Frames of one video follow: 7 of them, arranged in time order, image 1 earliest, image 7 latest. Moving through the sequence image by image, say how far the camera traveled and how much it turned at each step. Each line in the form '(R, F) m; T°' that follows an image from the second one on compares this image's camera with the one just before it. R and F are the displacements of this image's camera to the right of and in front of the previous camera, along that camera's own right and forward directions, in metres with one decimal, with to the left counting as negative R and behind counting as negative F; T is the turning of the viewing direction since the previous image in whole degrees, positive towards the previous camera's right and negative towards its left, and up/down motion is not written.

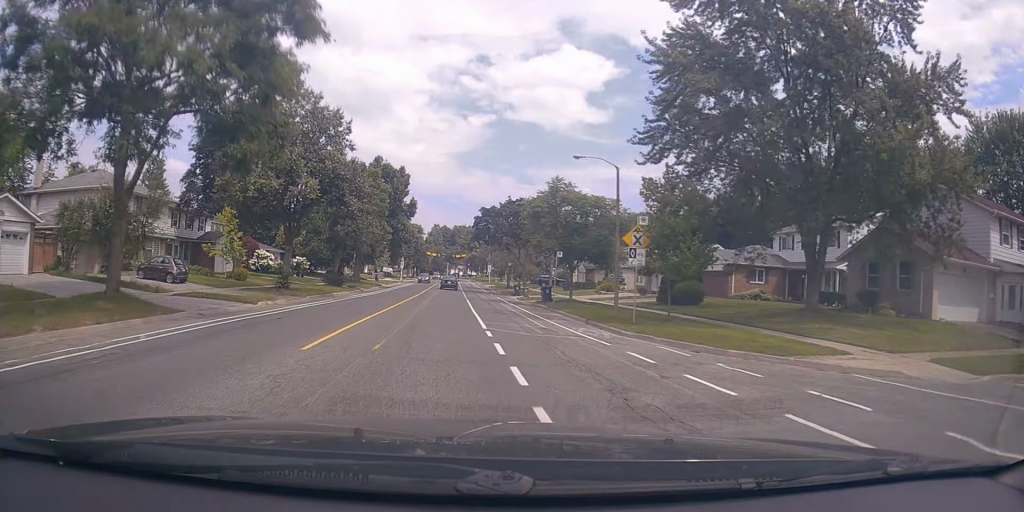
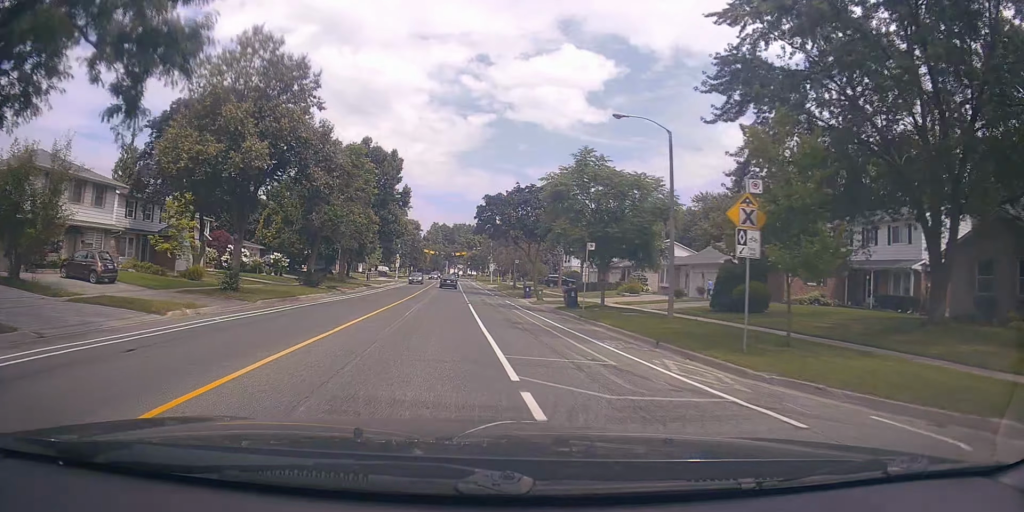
(-0.5, +7.8) m; -1°
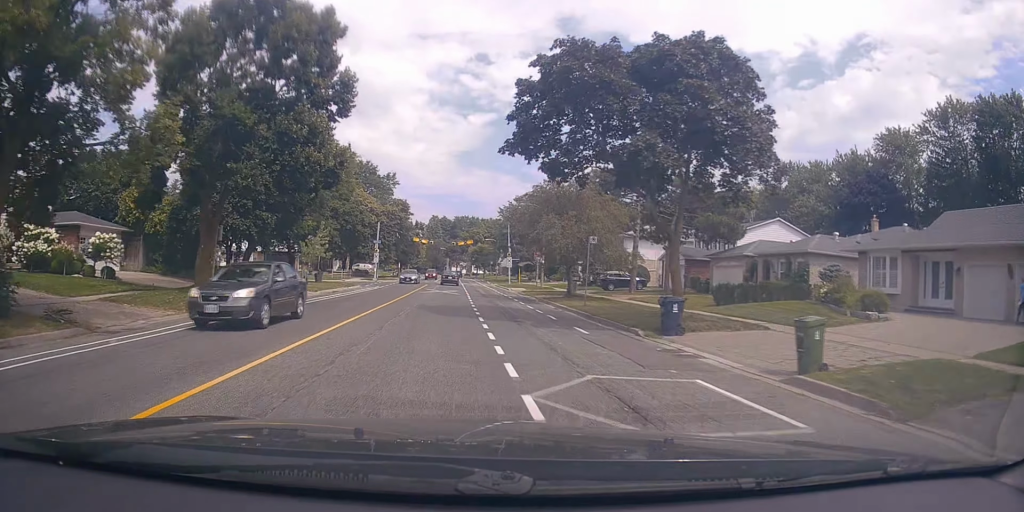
(+0.9, +30.1) m; +2°
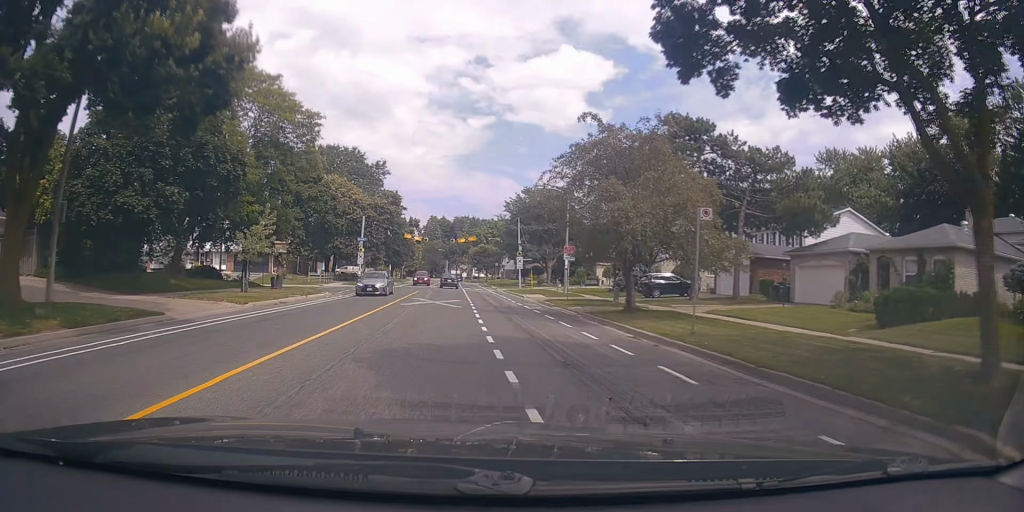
(+0.2, +11.9) m; 0°
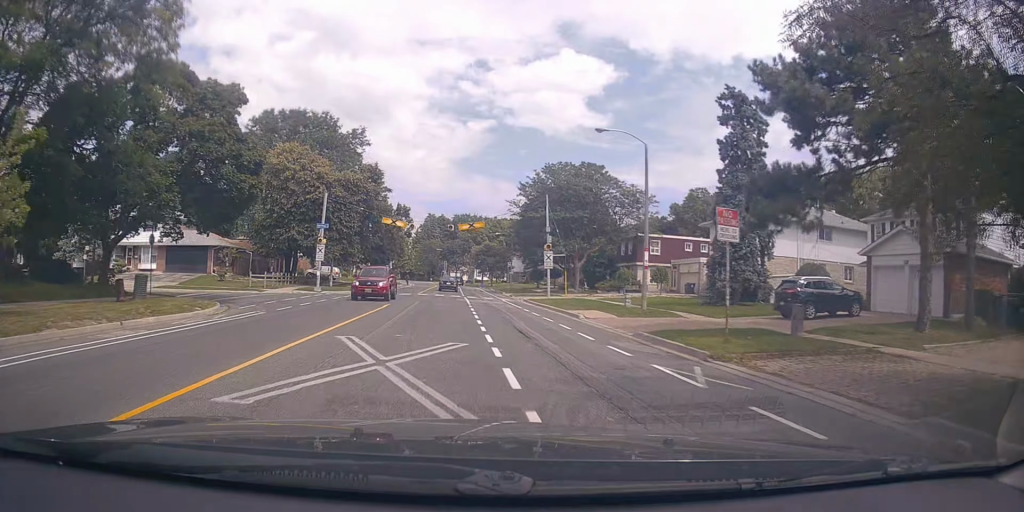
(-0.2, +18.5) m; -1°
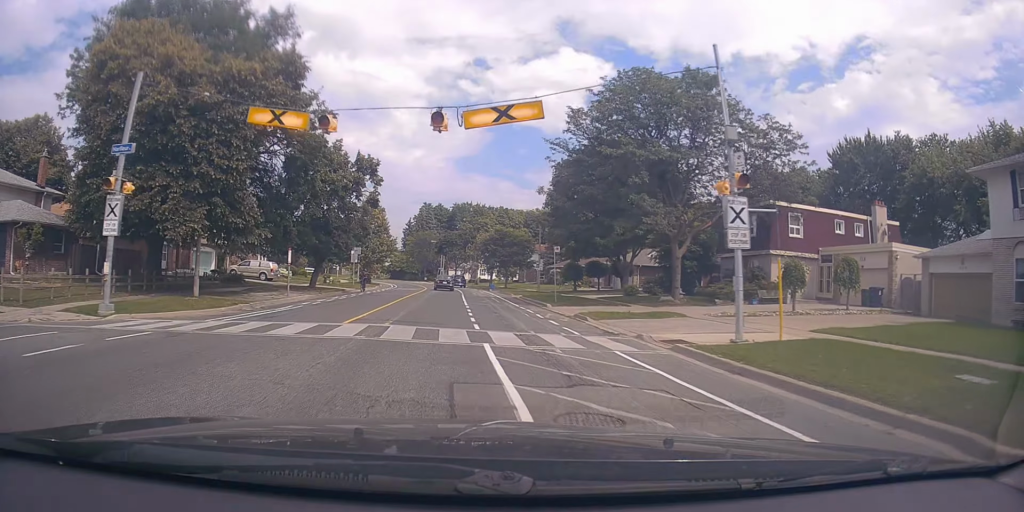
(+1.0, +28.0) m; +2°
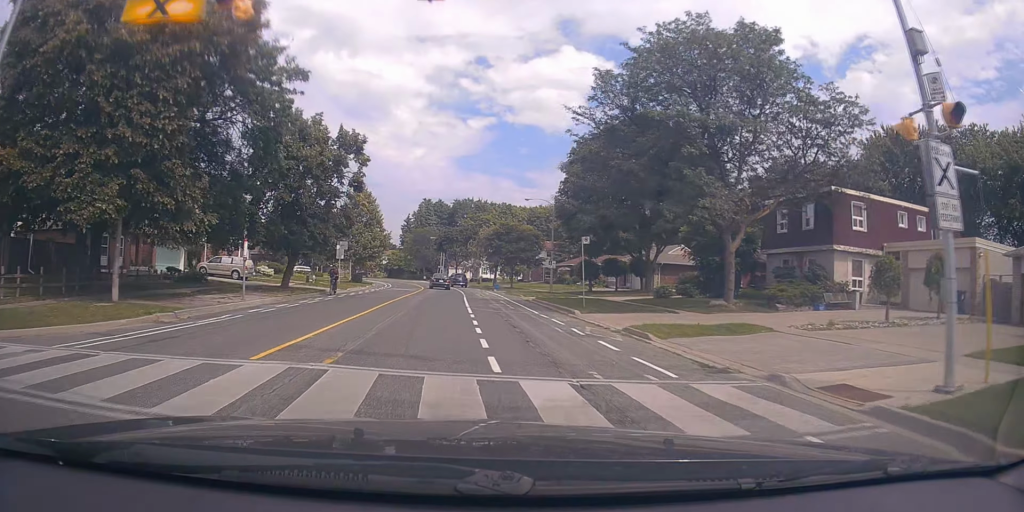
(-0.3, +6.8) m; -2°
